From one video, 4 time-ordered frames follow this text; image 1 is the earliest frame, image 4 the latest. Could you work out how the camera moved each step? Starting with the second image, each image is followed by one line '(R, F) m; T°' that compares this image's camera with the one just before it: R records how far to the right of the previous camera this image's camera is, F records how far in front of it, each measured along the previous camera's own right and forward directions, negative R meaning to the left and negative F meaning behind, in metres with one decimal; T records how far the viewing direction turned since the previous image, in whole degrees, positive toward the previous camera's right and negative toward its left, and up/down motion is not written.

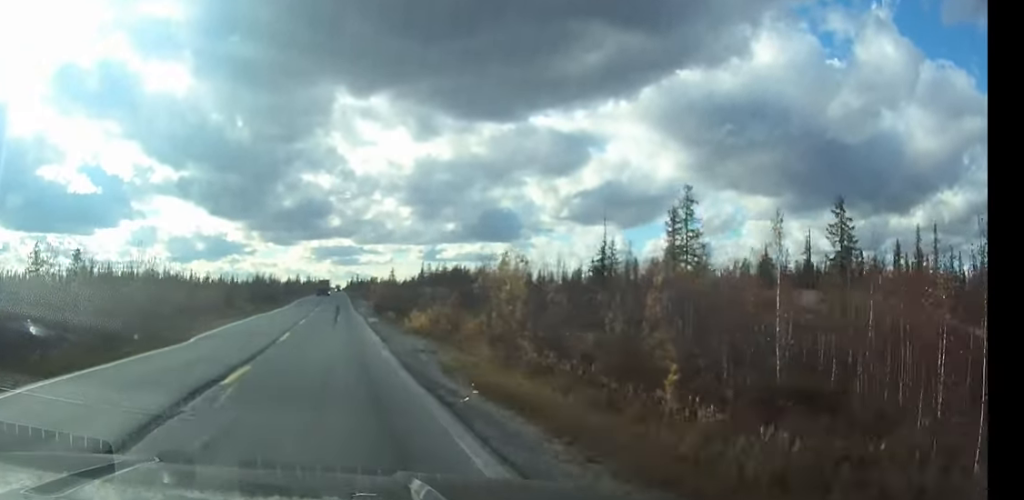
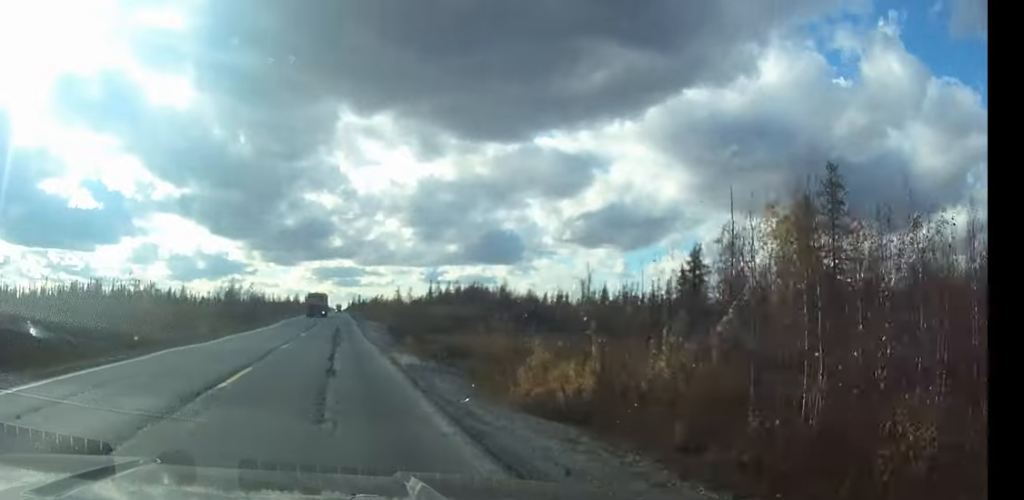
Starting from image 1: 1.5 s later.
(0.0, +23.7) m; 0°
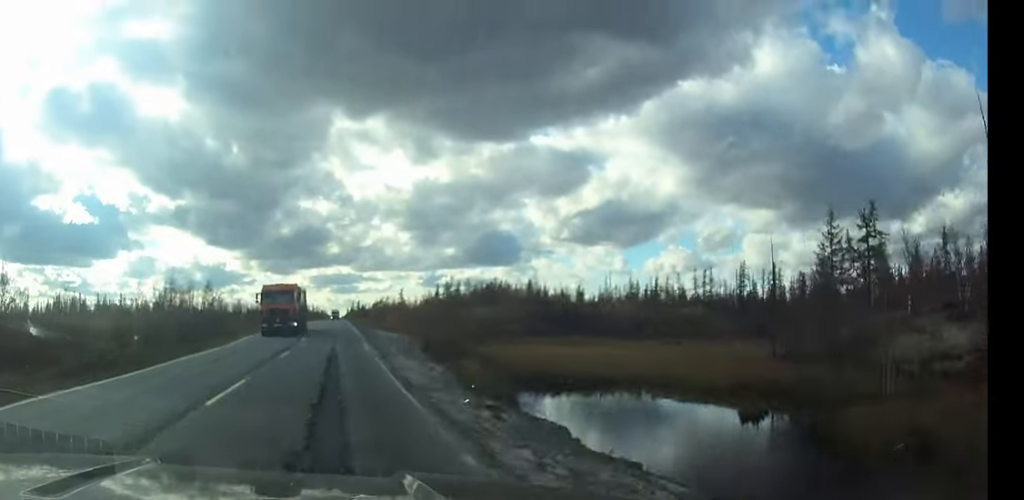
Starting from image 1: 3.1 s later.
(0.0, +24.5) m; 0°
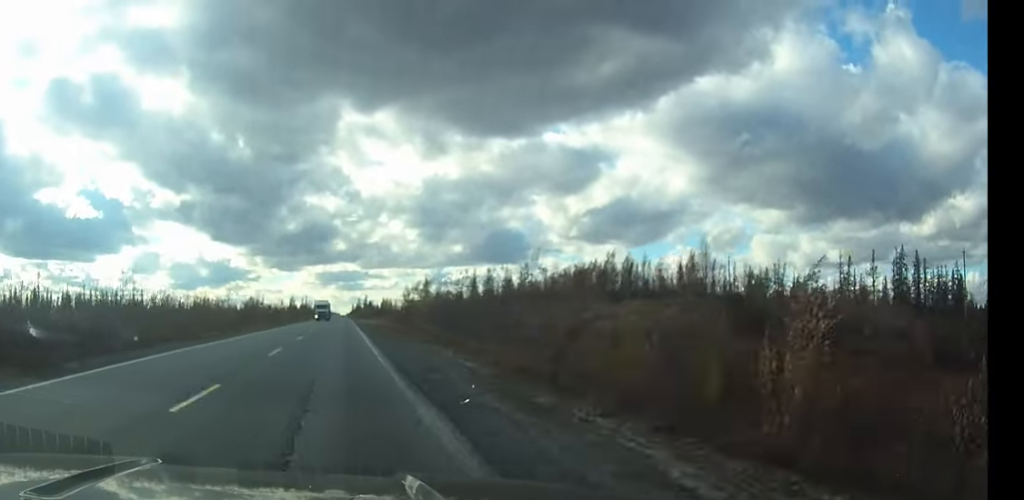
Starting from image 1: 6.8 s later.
(-0.2, +62.8) m; 0°
